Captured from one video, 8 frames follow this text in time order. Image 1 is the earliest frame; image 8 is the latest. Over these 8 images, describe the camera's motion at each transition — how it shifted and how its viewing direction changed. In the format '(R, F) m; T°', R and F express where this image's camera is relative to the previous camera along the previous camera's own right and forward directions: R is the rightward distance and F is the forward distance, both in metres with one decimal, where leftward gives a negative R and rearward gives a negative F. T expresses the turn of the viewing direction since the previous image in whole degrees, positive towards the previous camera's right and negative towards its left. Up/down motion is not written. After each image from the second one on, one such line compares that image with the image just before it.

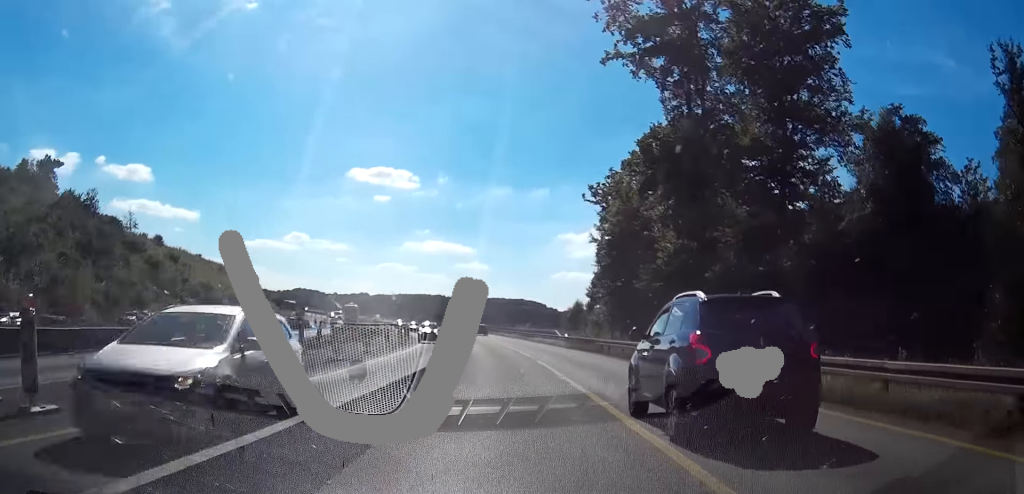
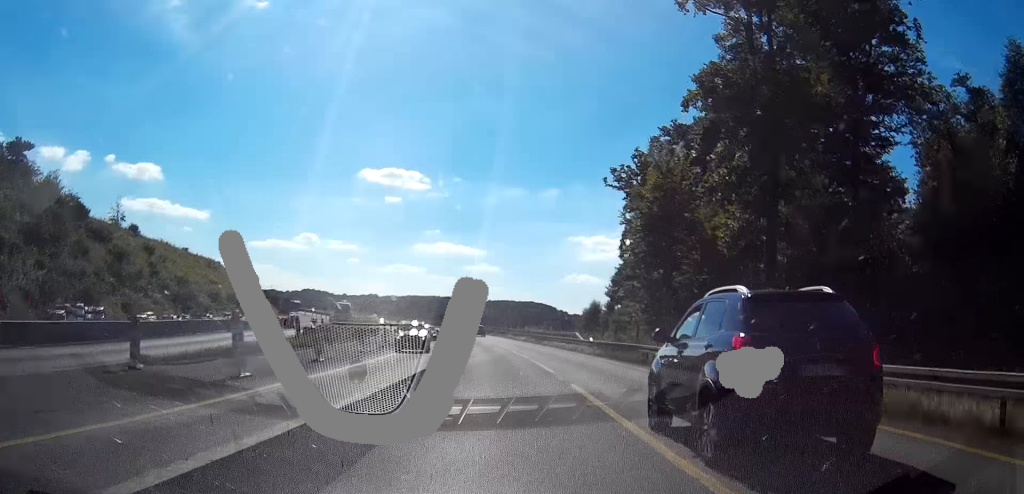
(-0.1, +11.6) m; -1°
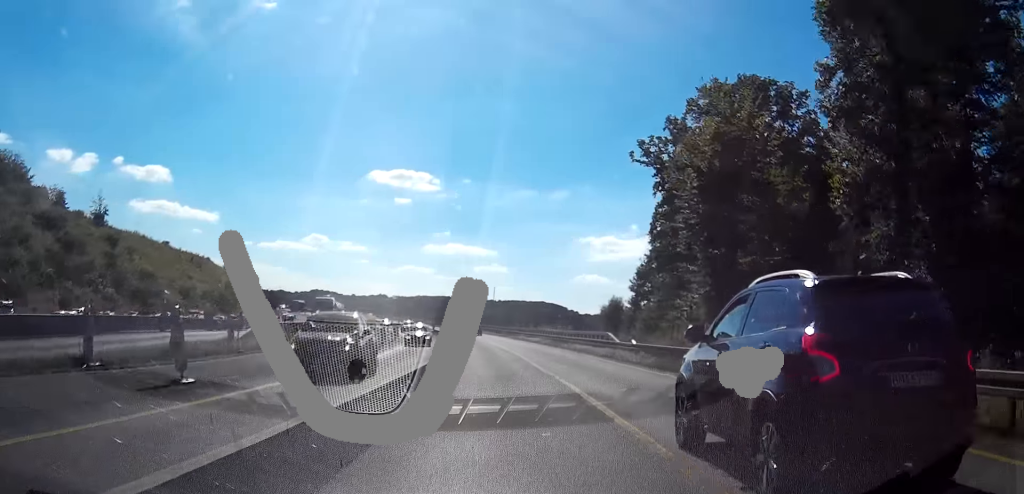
(-0.2, +12.5) m; -2°
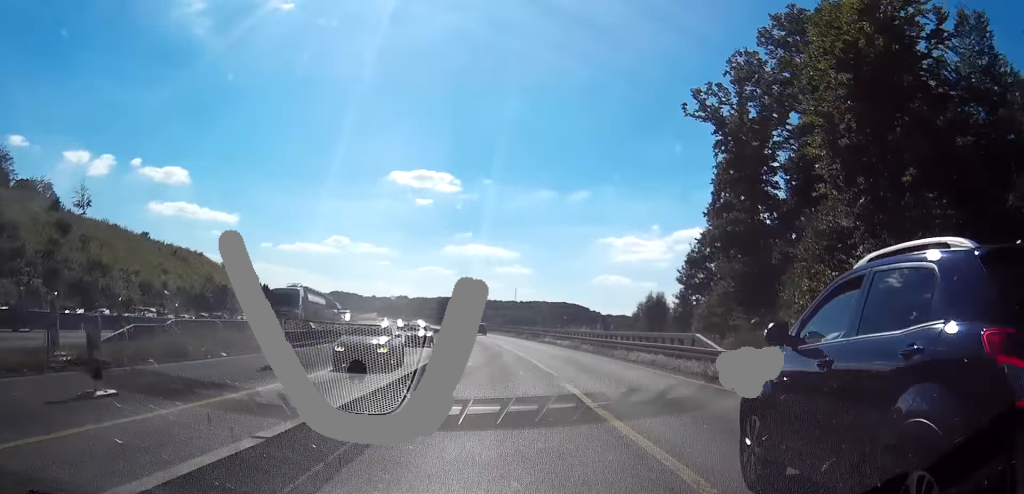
(+0.2, +15.2) m; -4°
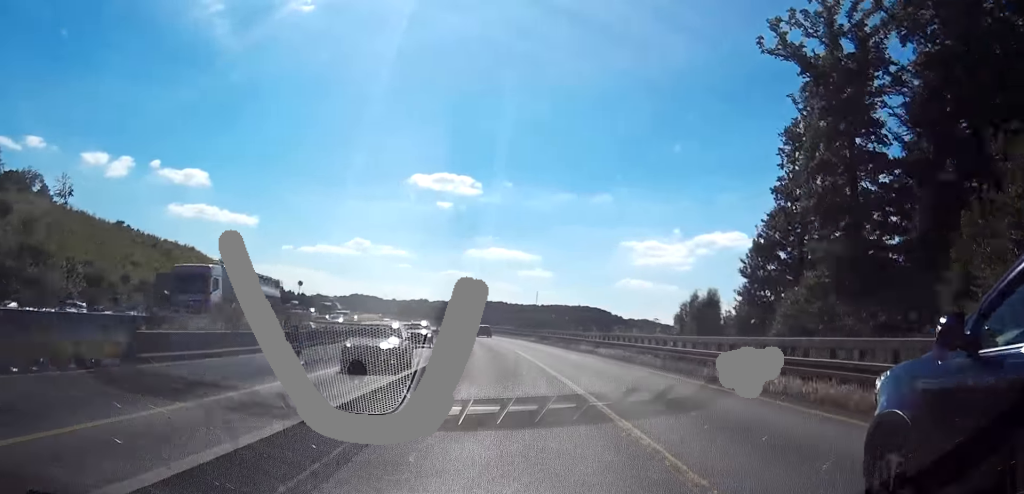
(-0.9, +14.3) m; -3°
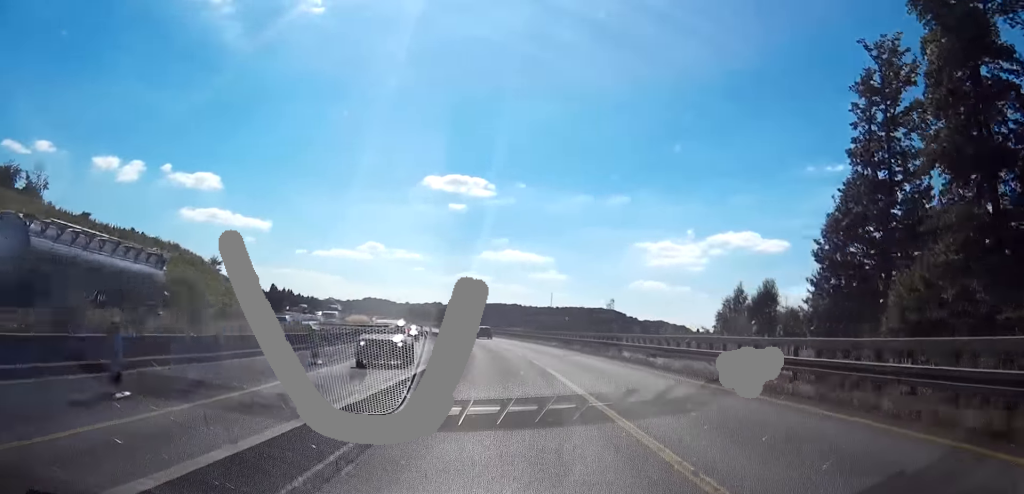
(-0.7, +12.6) m; -3°
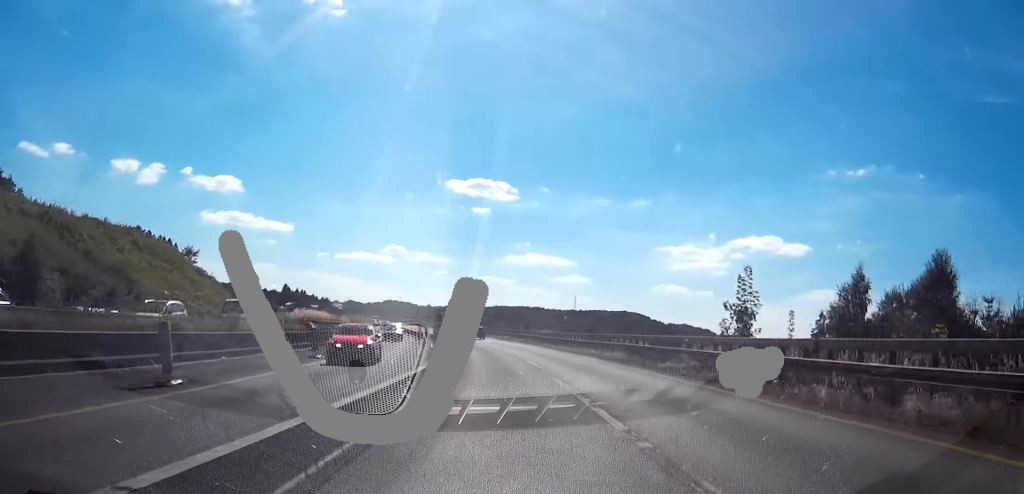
(-0.3, +23.8) m; -1°
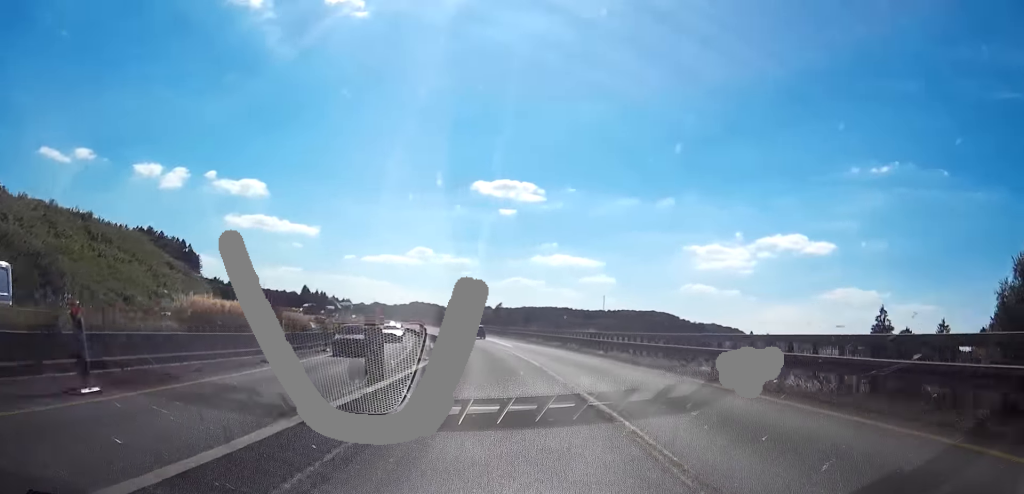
(0.0, +19.5) m; 0°
